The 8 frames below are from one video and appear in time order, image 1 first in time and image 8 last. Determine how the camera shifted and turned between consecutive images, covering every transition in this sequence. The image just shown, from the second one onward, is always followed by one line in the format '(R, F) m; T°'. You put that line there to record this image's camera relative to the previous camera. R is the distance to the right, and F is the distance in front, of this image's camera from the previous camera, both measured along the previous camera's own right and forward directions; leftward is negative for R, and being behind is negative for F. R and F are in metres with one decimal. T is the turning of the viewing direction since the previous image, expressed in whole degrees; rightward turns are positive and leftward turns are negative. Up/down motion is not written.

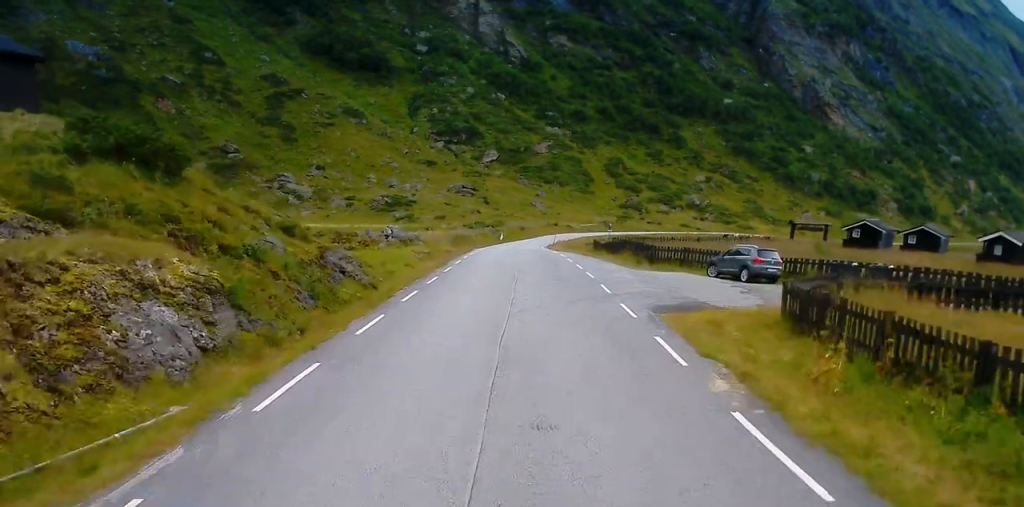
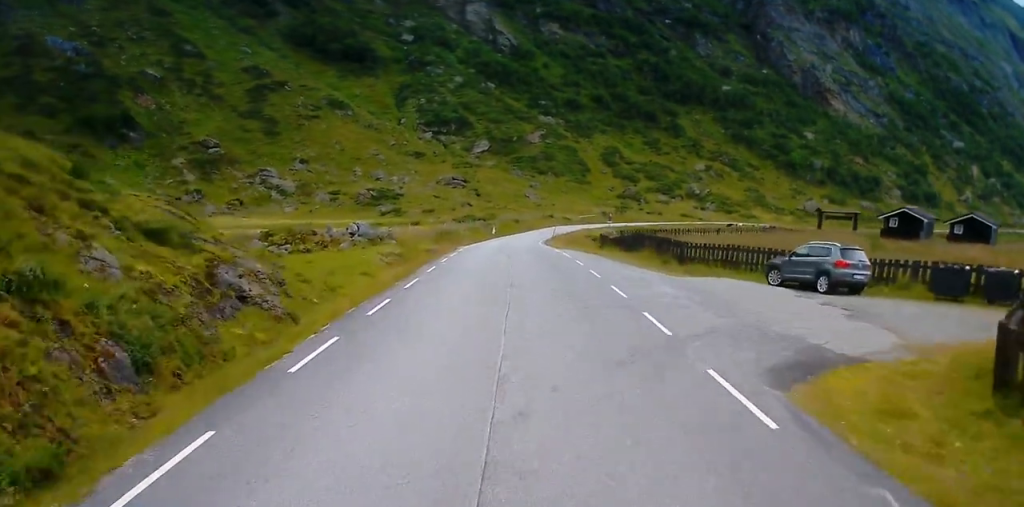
(0.0, +10.3) m; 0°
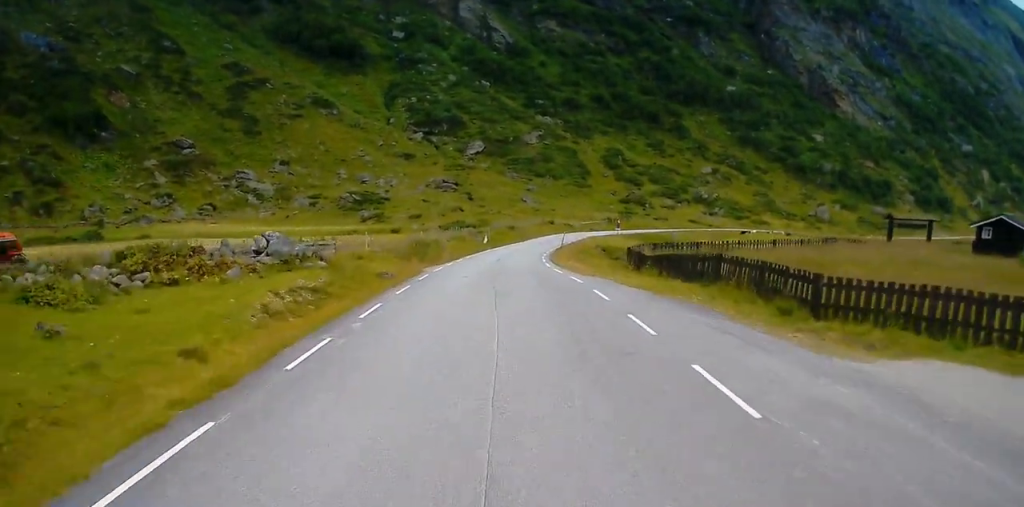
(0.0, +17.7) m; 0°
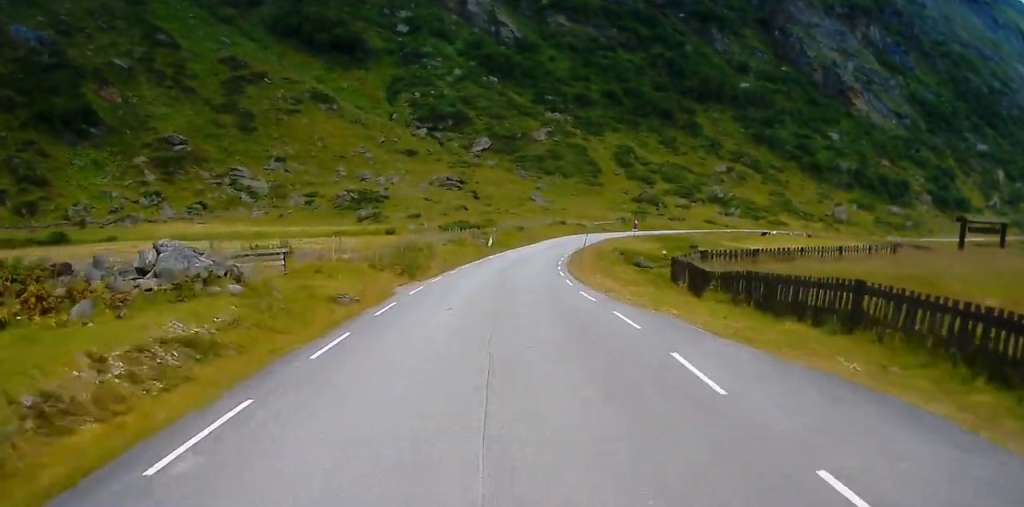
(0.0, +10.9) m; 0°
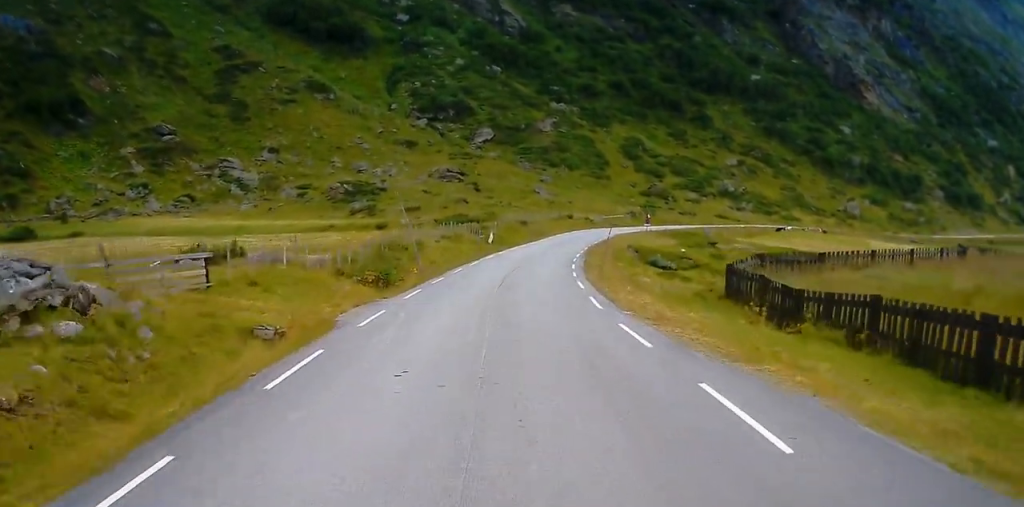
(0.0, +8.7) m; 0°
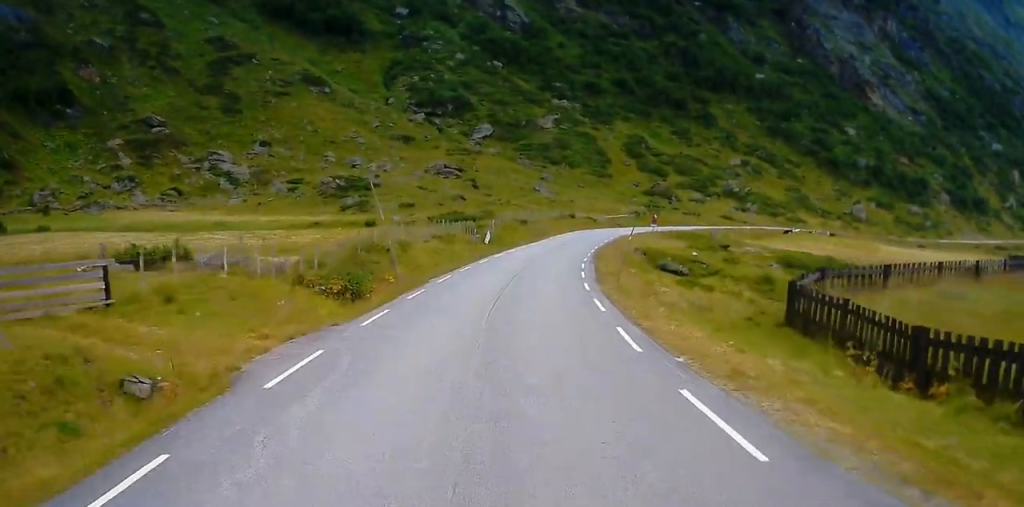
(0.0, +6.2) m; 0°
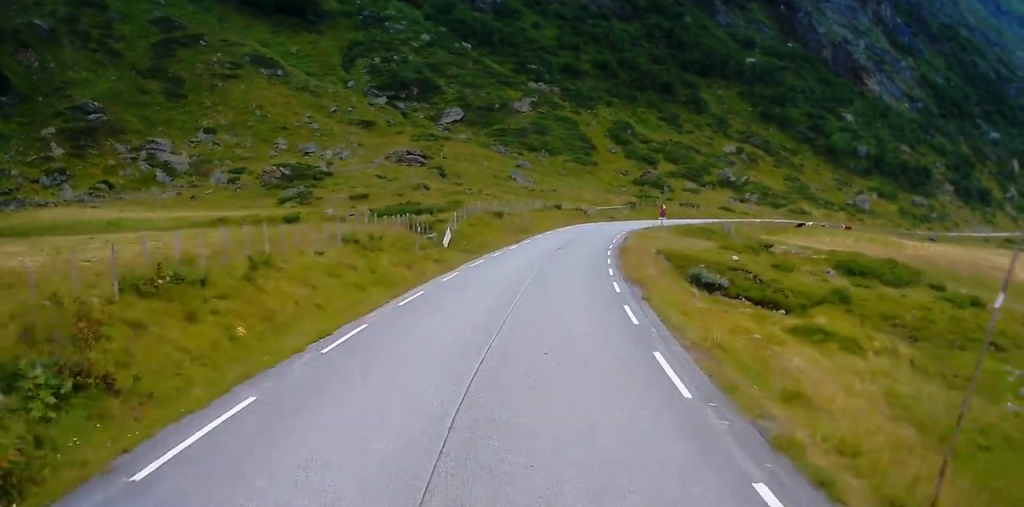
(0.0, +21.8) m; +1°
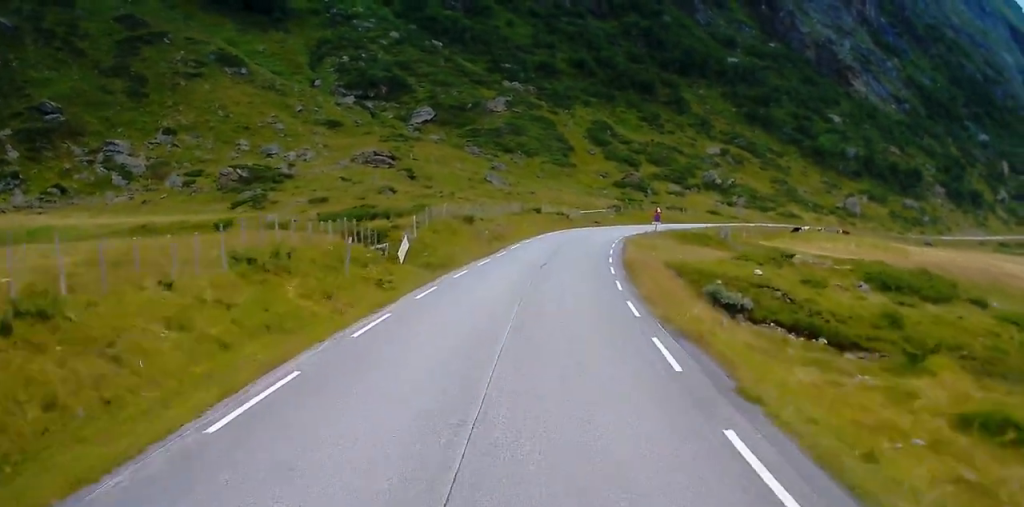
(0.0, +10.4) m; +1°
